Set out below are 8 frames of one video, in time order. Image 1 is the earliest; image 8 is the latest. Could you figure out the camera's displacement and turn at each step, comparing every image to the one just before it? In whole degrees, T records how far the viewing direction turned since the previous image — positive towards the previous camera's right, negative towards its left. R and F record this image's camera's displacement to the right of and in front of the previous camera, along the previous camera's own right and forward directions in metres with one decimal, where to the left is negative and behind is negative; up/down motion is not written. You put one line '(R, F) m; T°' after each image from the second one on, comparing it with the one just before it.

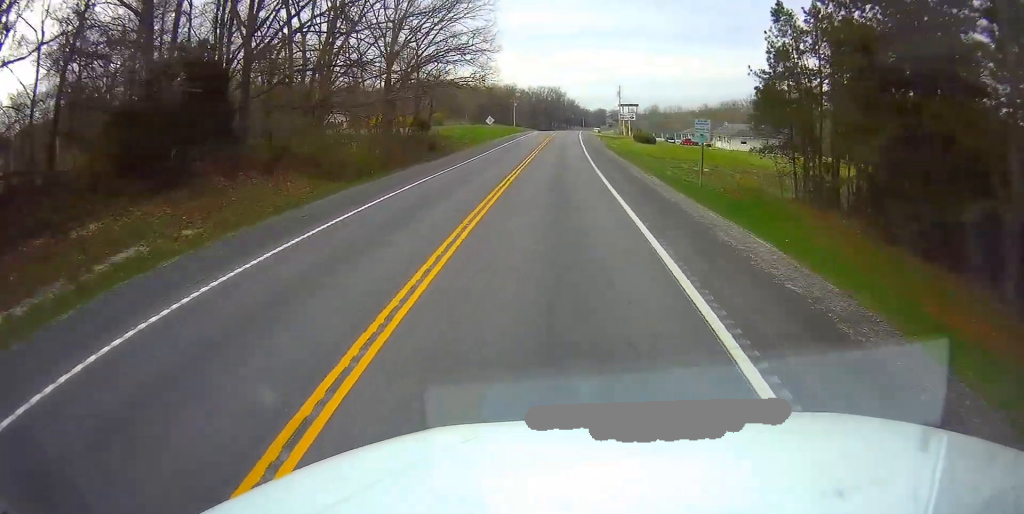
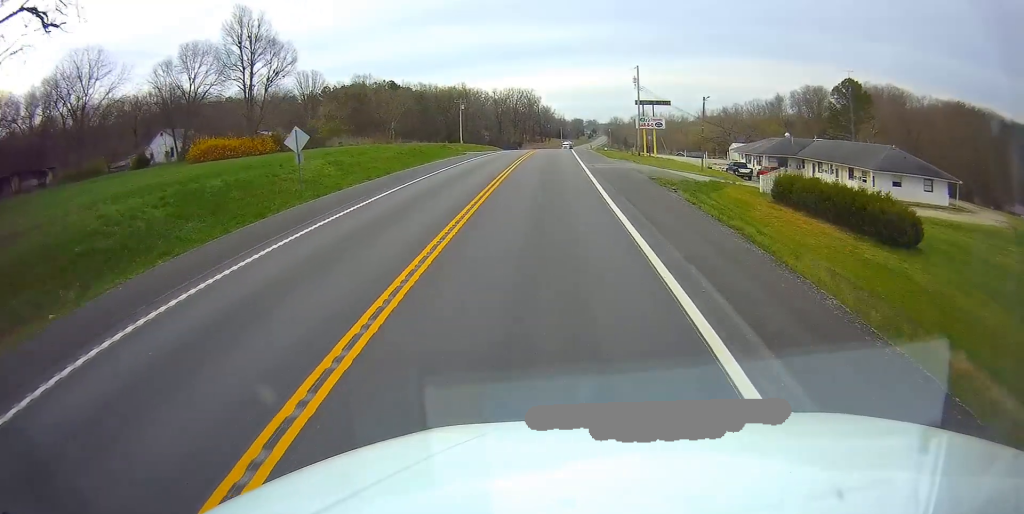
(+0.5, +58.6) m; 0°
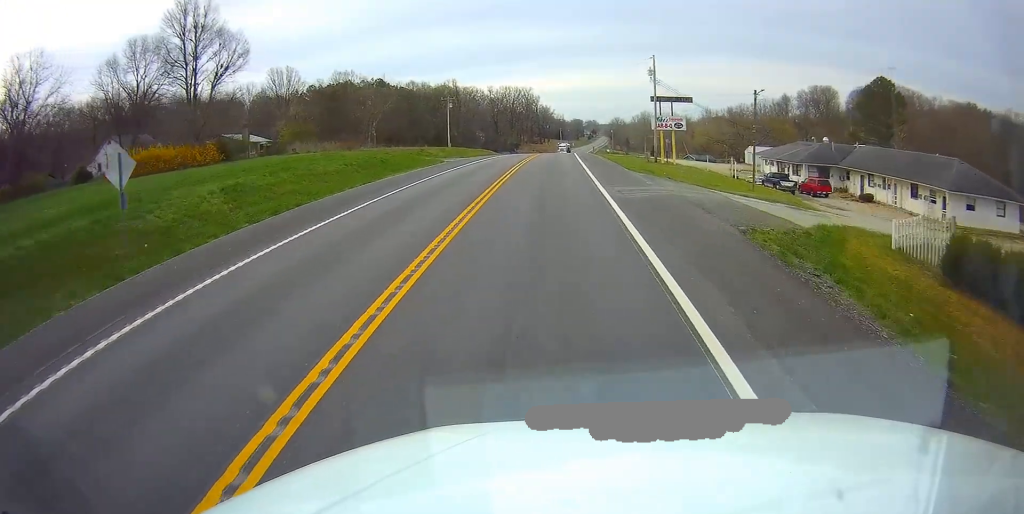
(+0.3, +12.1) m; 0°
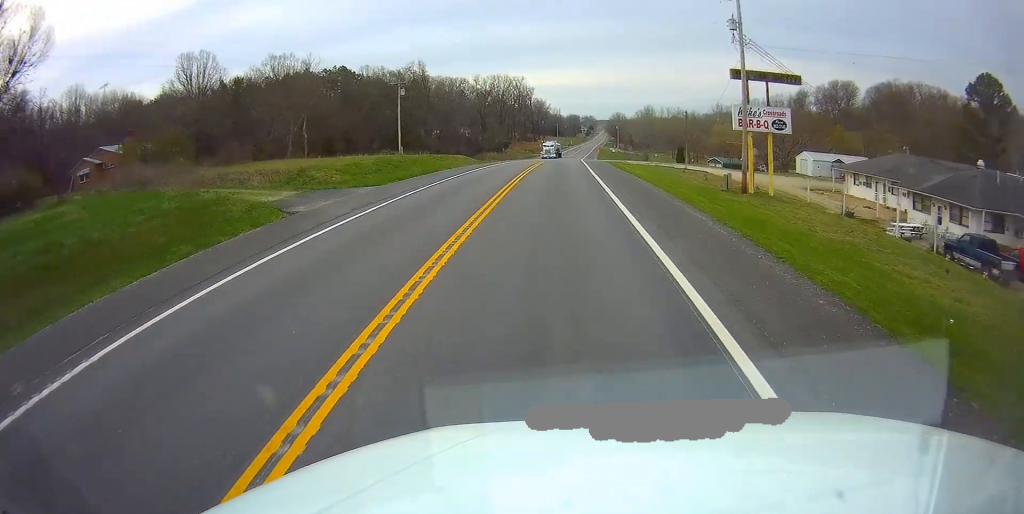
(-0.3, +29.4) m; +1°
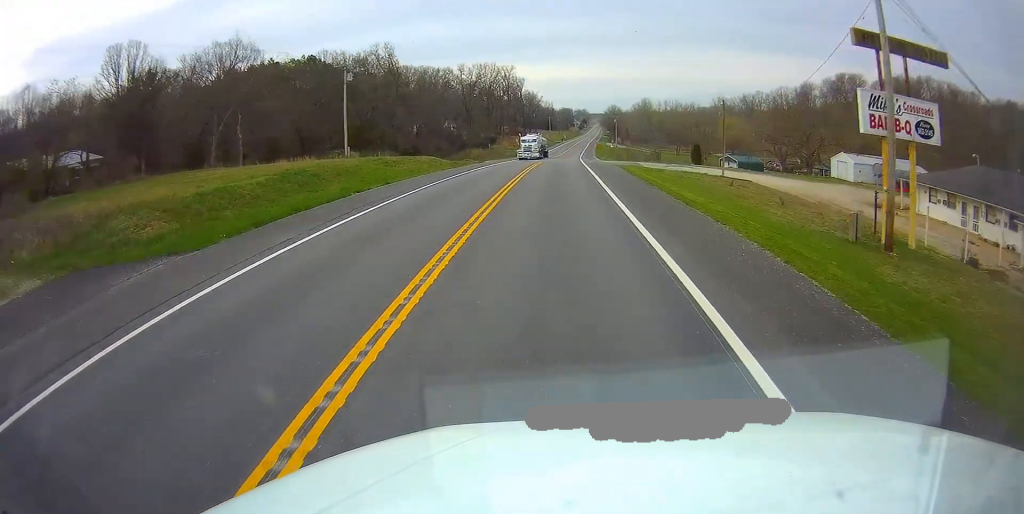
(+0.4, +15.9) m; +1°
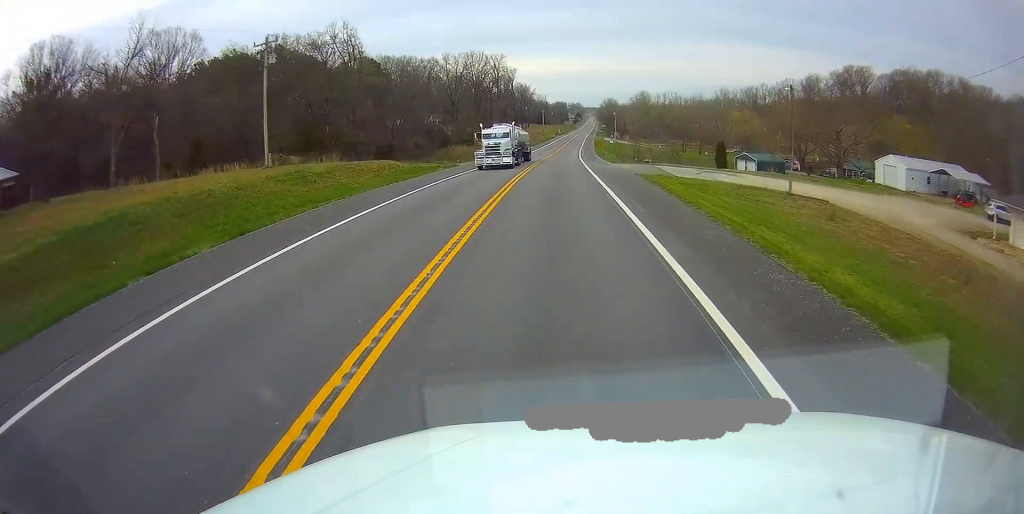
(0.0, +14.5) m; 0°
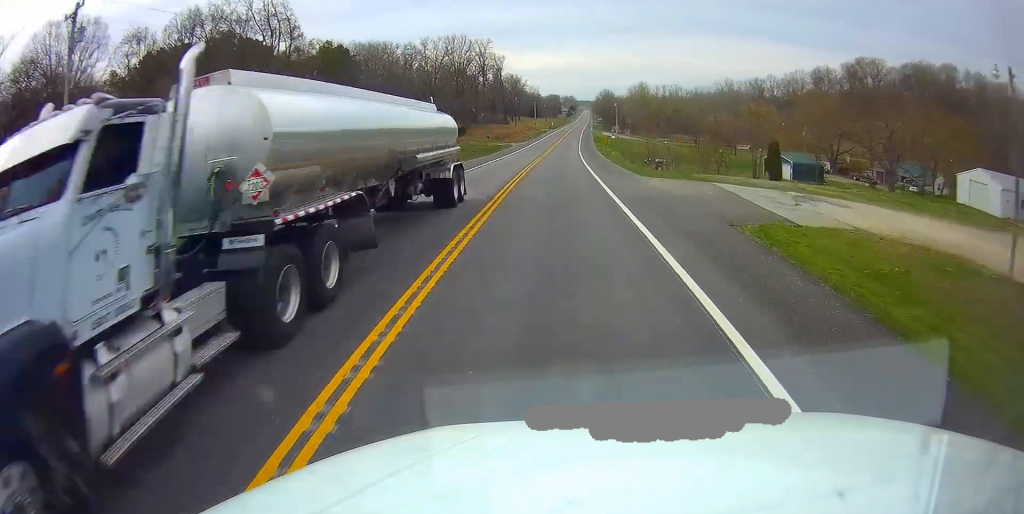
(0.0, +18.5) m; +1°
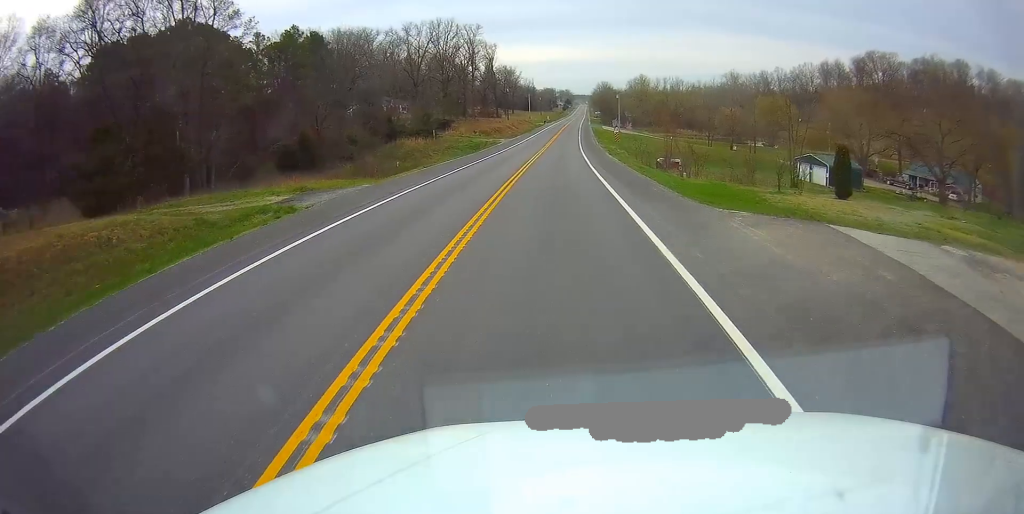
(-0.1, +13.2) m; +1°
